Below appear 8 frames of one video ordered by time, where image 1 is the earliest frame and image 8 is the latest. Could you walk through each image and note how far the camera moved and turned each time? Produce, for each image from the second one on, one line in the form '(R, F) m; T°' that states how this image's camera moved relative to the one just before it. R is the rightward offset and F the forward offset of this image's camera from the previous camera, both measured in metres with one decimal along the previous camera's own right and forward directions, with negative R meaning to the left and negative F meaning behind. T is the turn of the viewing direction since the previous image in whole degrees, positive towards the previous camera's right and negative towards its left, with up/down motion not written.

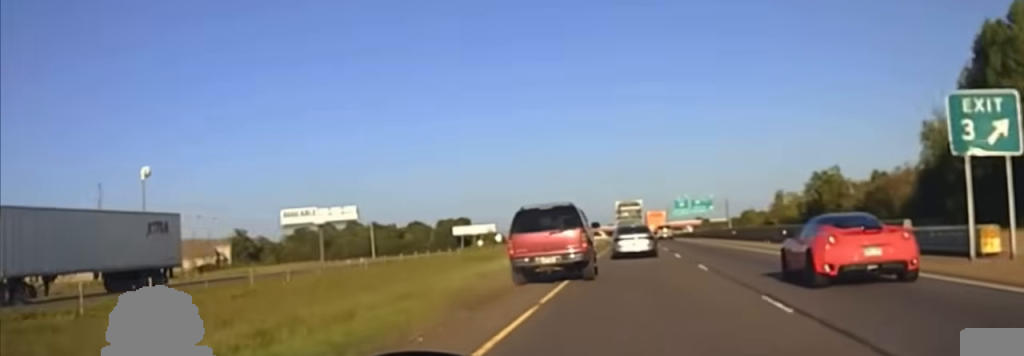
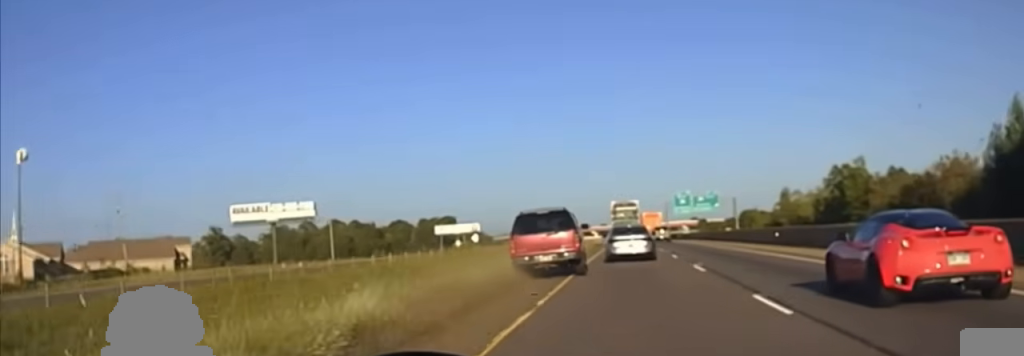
(-0.4, +24.4) m; 0°
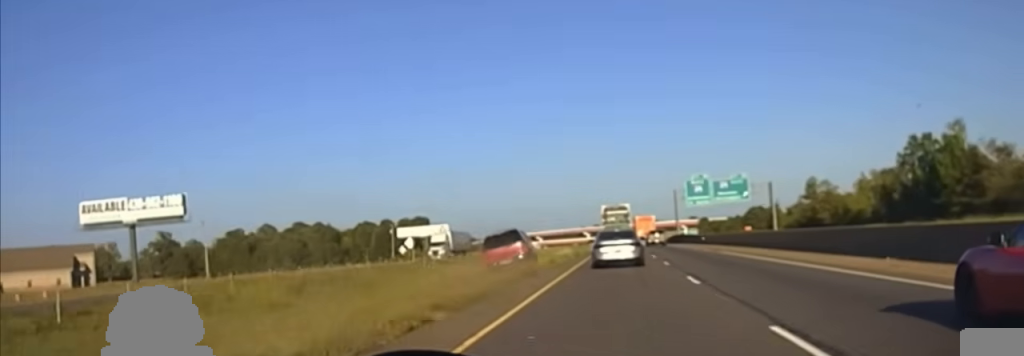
(+0.6, +54.9) m; +2°
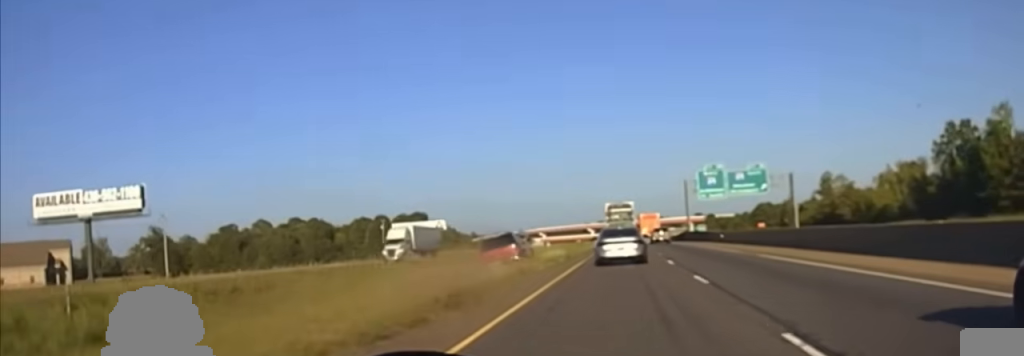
(+0.2, +12.9) m; 0°
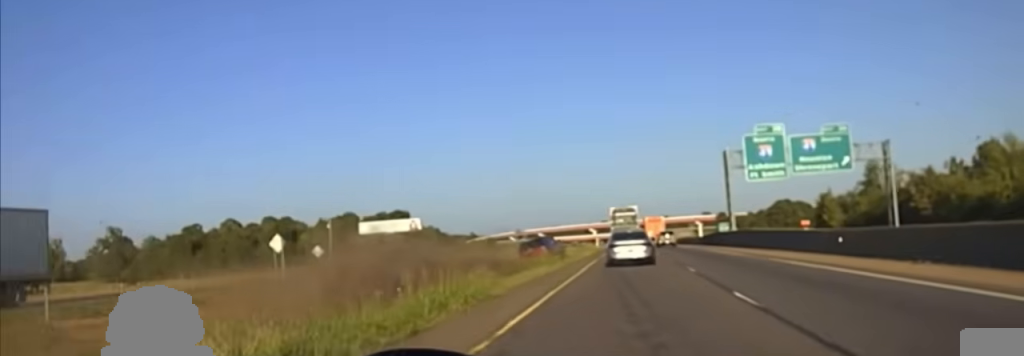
(-0.6, +41.4) m; -2°
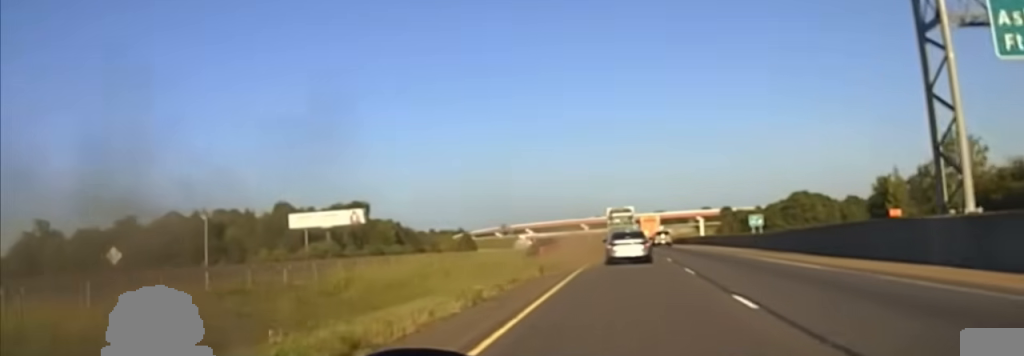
(+0.2, +50.0) m; 0°
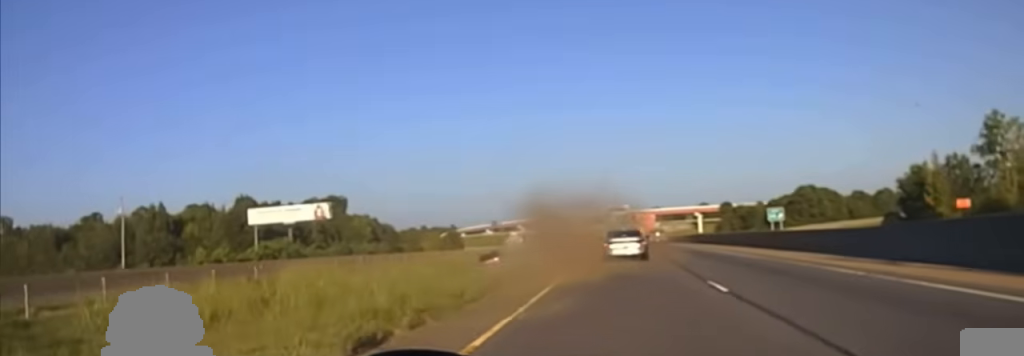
(0.0, +21.0) m; 0°
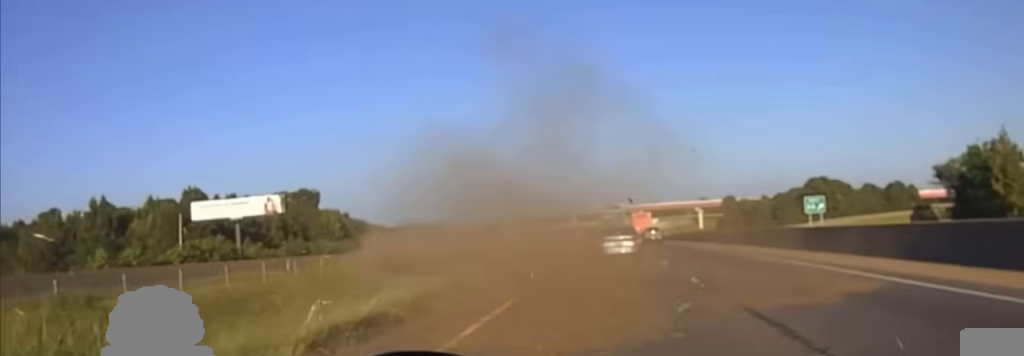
(0.0, +23.9) m; 0°
